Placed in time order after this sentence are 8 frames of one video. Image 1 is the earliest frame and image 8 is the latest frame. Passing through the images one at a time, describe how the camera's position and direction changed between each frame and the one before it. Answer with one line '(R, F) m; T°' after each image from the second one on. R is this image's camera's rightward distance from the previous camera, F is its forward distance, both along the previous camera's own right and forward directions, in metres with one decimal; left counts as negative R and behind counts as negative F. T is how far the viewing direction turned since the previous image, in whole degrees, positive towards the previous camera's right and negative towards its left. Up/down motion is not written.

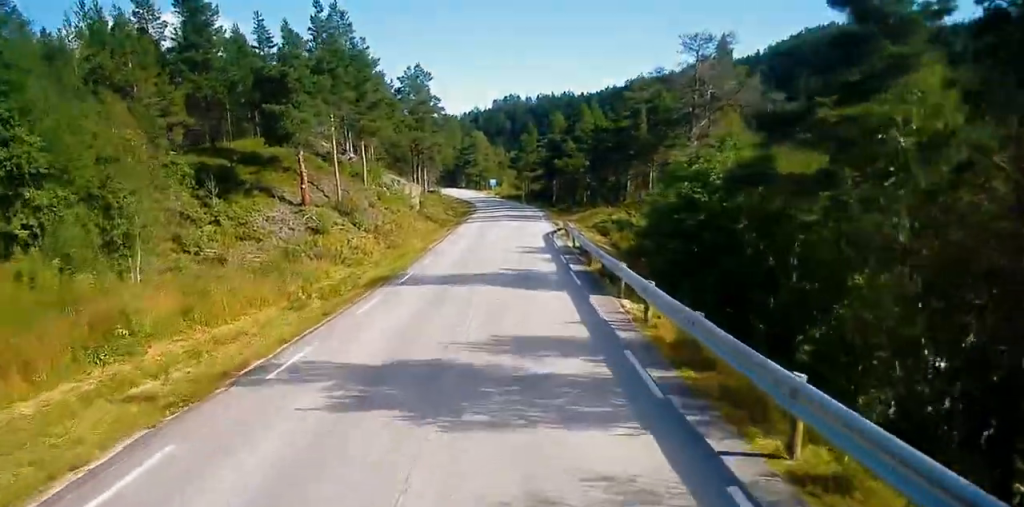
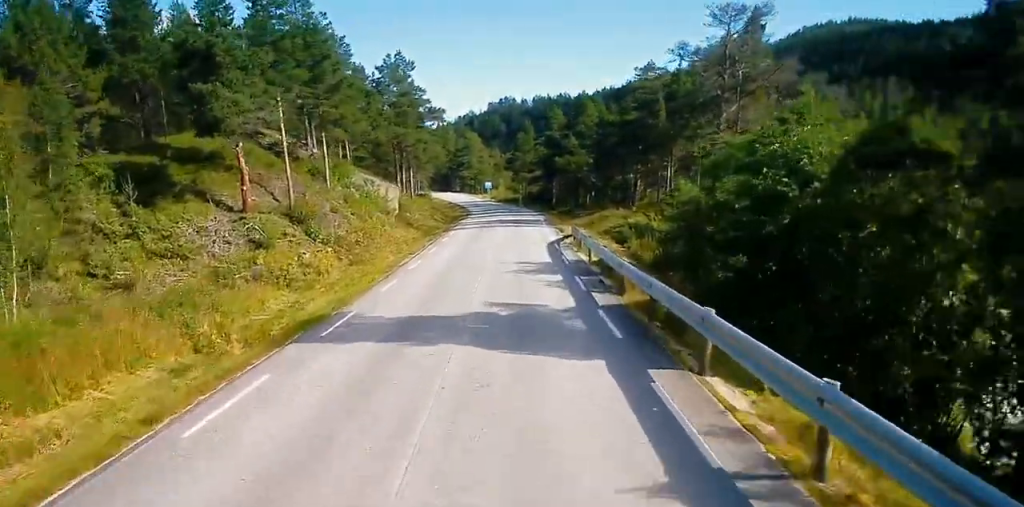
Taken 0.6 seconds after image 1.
(0.0, +8.8) m; 0°
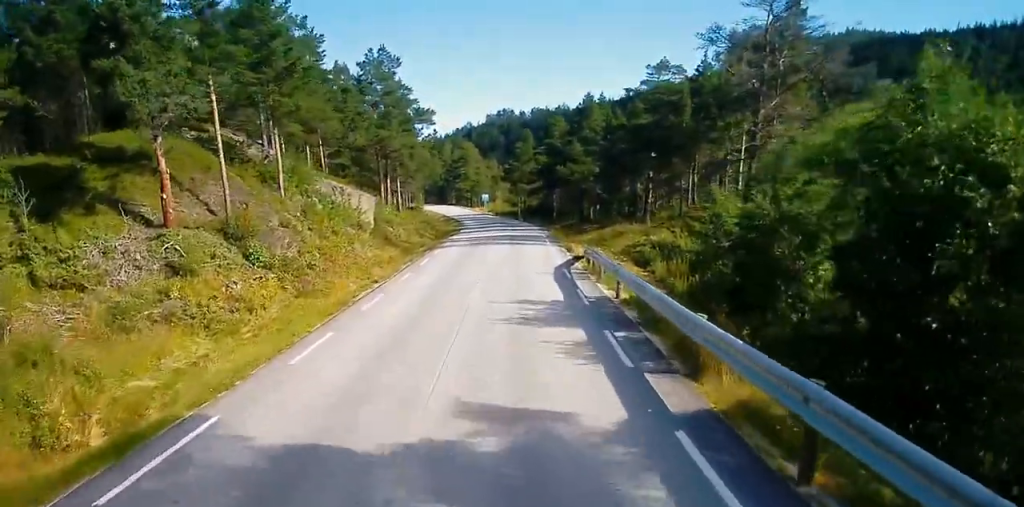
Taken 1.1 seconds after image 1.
(0.0, +7.8) m; 0°
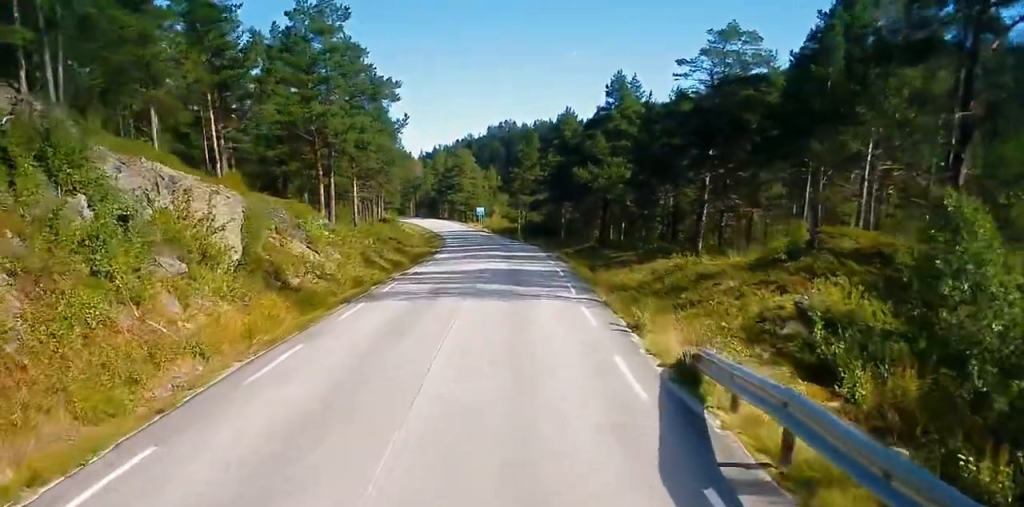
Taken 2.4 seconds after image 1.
(0.0, +19.6) m; 0°
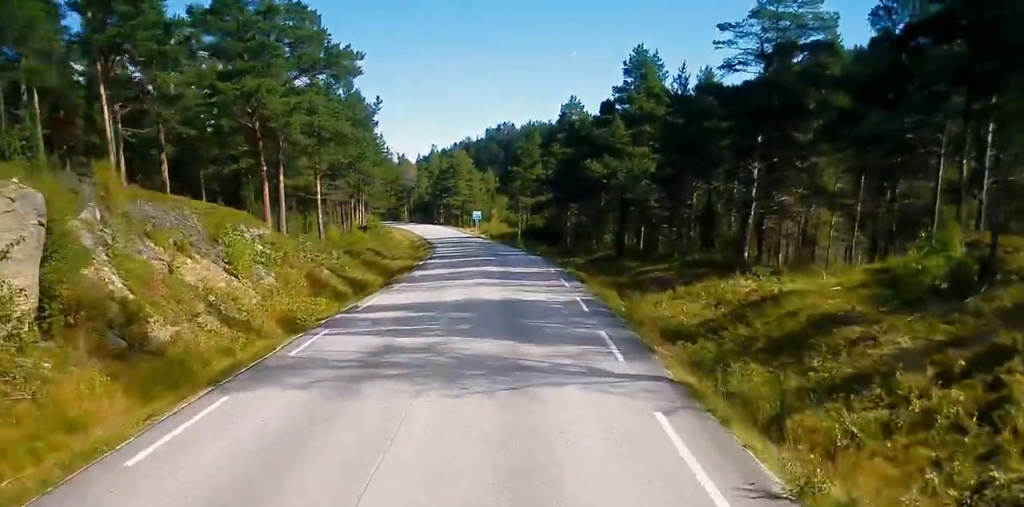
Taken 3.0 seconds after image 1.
(0.0, +9.5) m; 0°
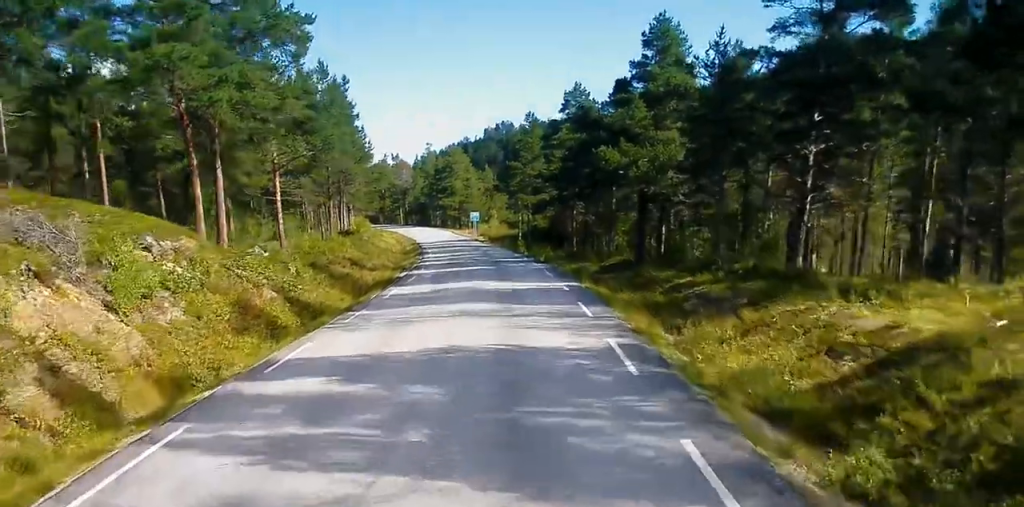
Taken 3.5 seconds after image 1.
(0.0, +7.2) m; 0°
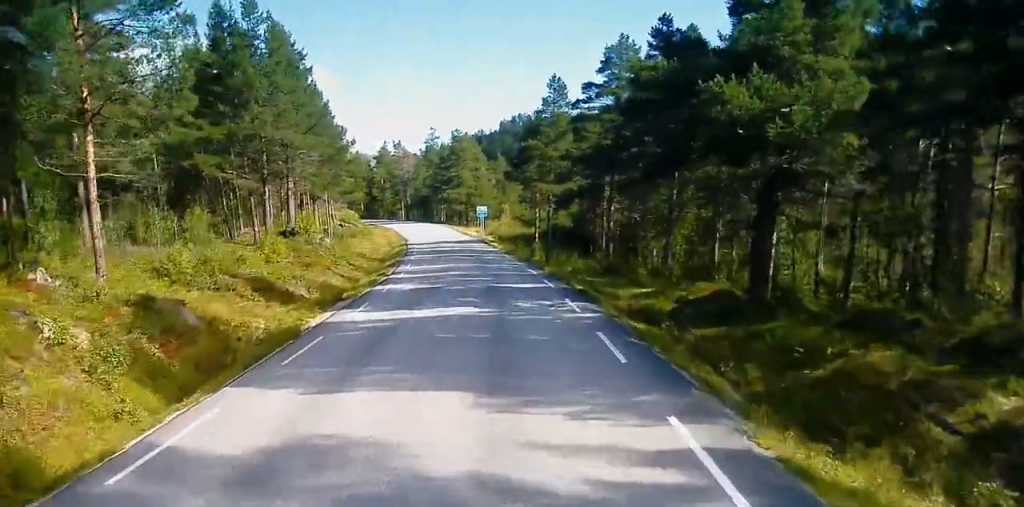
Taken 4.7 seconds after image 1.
(0.0, +17.2) m; -1°
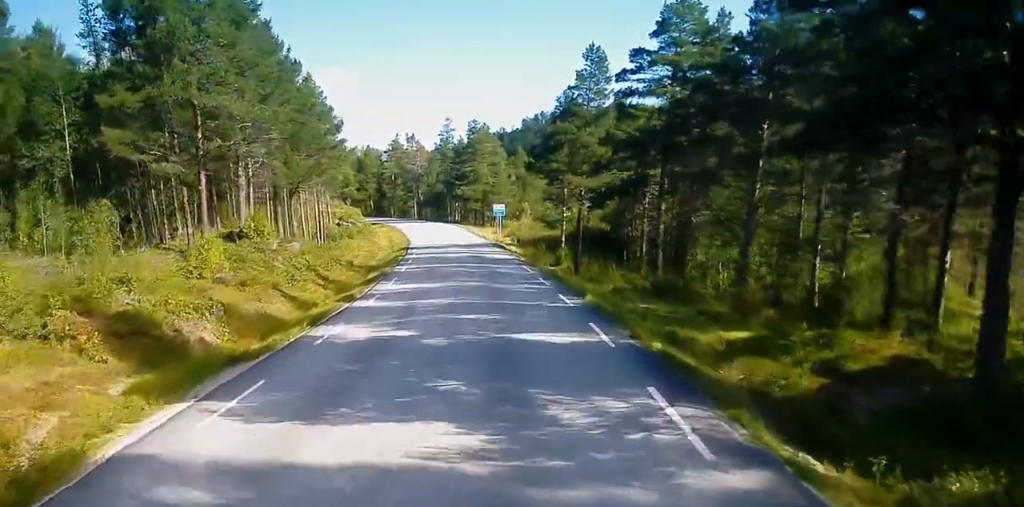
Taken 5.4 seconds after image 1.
(0.0, +10.4) m; -2°
